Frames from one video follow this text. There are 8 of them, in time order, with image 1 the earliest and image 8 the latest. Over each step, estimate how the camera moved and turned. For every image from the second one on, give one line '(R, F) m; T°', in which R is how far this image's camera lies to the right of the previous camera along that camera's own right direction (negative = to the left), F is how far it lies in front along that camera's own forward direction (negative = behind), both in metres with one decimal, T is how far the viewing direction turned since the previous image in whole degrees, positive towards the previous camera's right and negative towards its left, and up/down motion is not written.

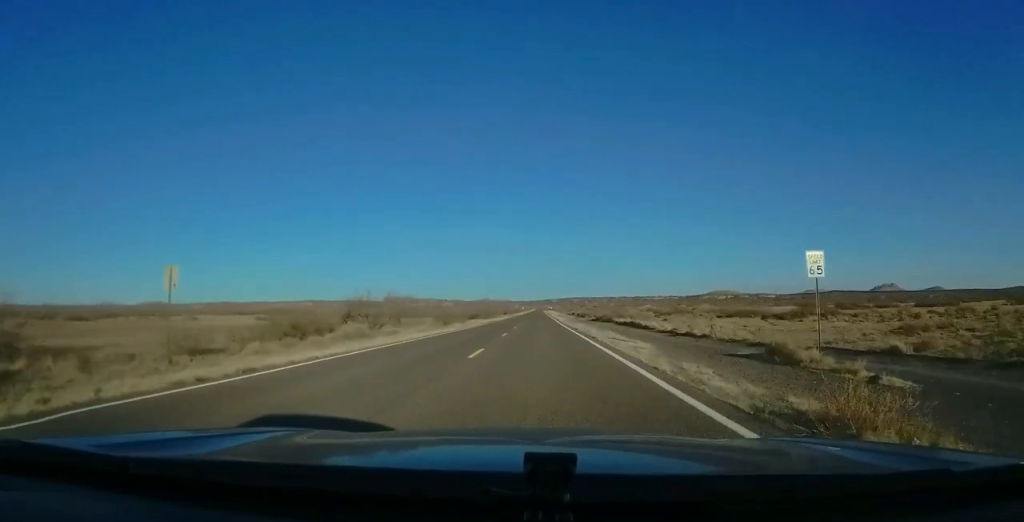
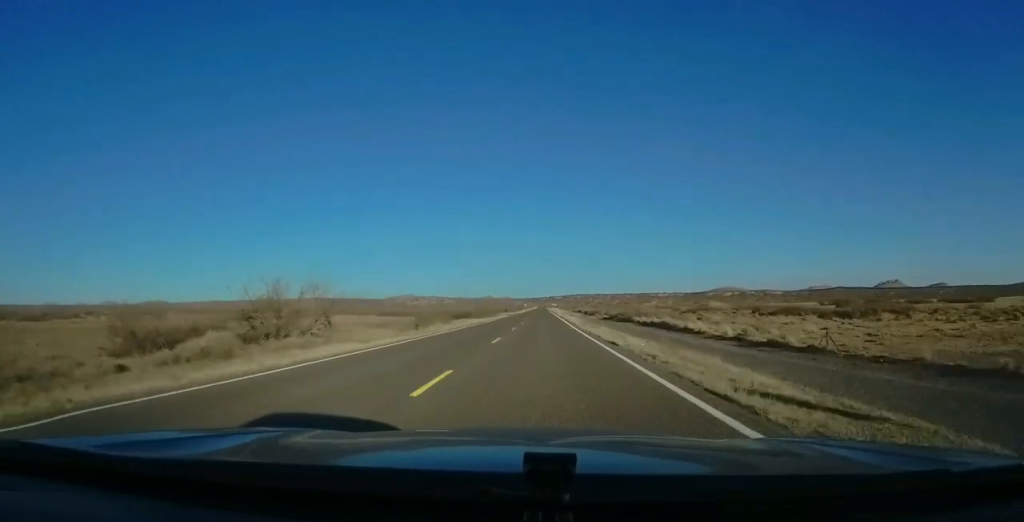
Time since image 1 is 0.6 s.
(0.0, +18.5) m; 0°
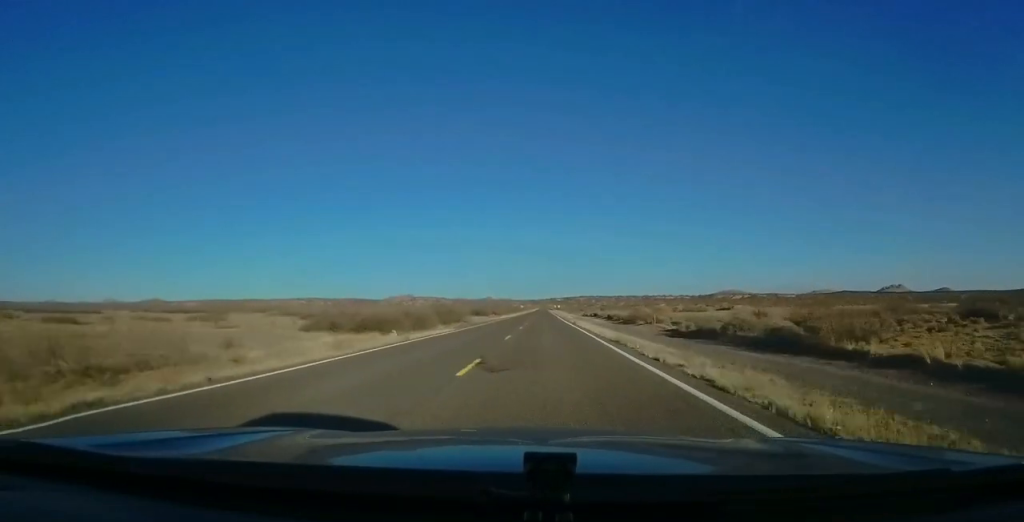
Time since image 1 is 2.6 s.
(+0.5, +58.5) m; +1°
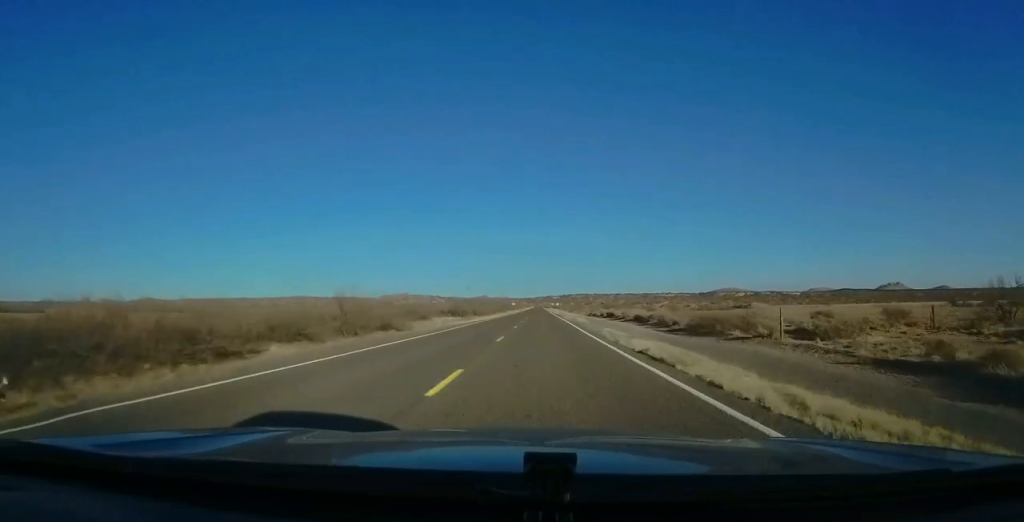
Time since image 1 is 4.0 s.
(-0.2, +39.0) m; -1°
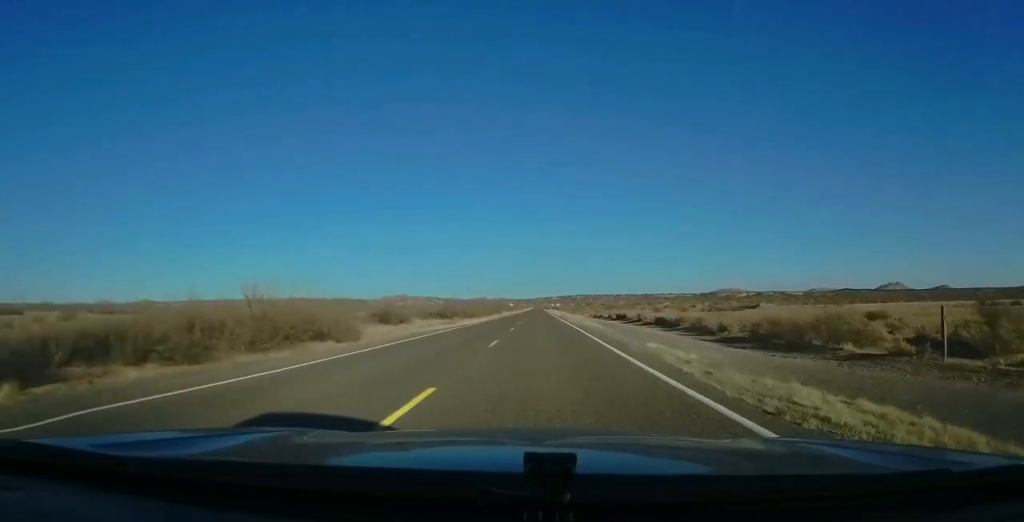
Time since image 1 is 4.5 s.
(0.0, +14.6) m; 0°
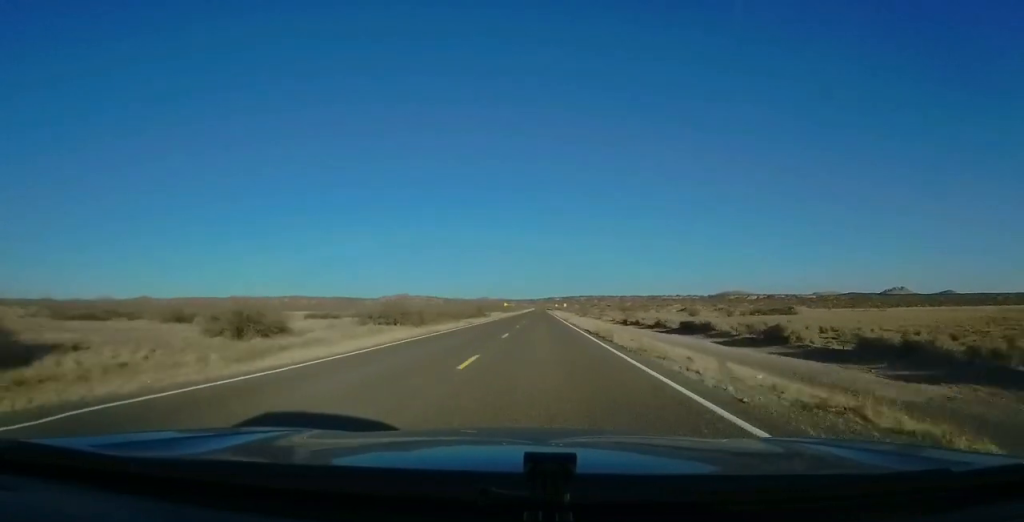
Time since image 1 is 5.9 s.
(+0.6, +42.9) m; +1°
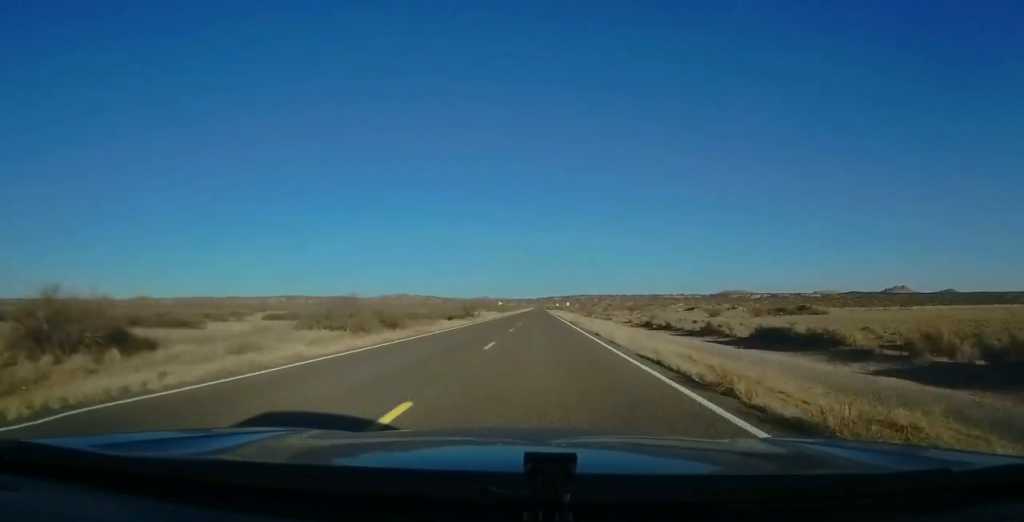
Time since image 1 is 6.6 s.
(-0.1, +19.5) m; 0°
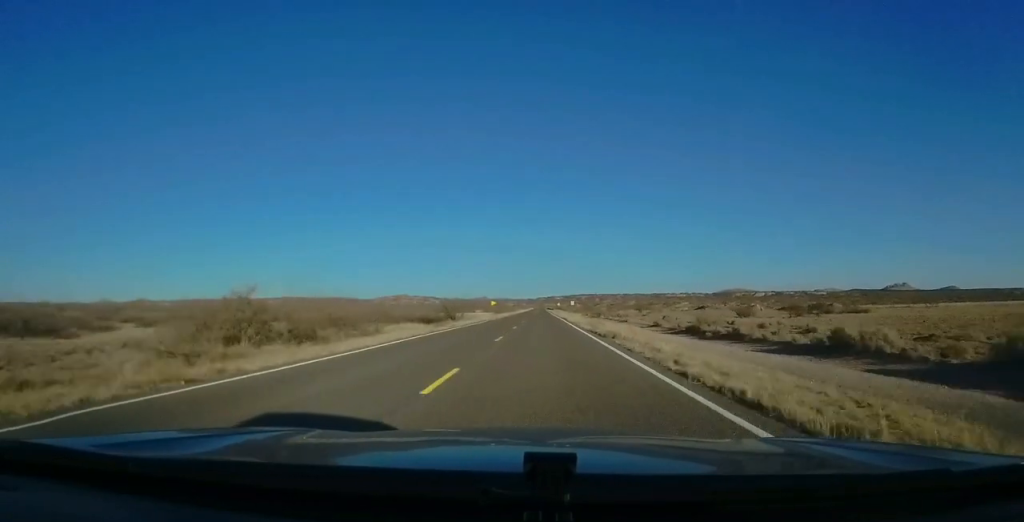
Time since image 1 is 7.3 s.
(-0.2, +20.5) m; 0°
